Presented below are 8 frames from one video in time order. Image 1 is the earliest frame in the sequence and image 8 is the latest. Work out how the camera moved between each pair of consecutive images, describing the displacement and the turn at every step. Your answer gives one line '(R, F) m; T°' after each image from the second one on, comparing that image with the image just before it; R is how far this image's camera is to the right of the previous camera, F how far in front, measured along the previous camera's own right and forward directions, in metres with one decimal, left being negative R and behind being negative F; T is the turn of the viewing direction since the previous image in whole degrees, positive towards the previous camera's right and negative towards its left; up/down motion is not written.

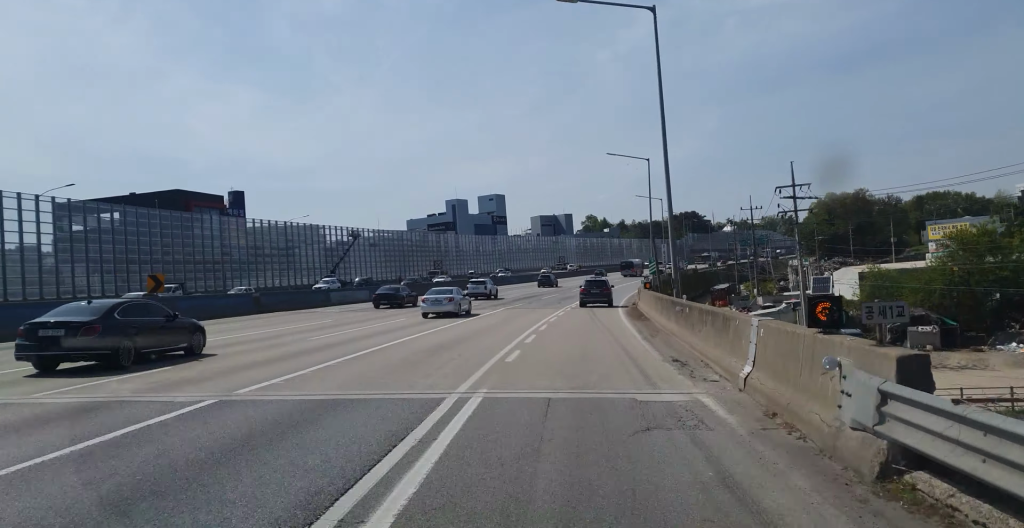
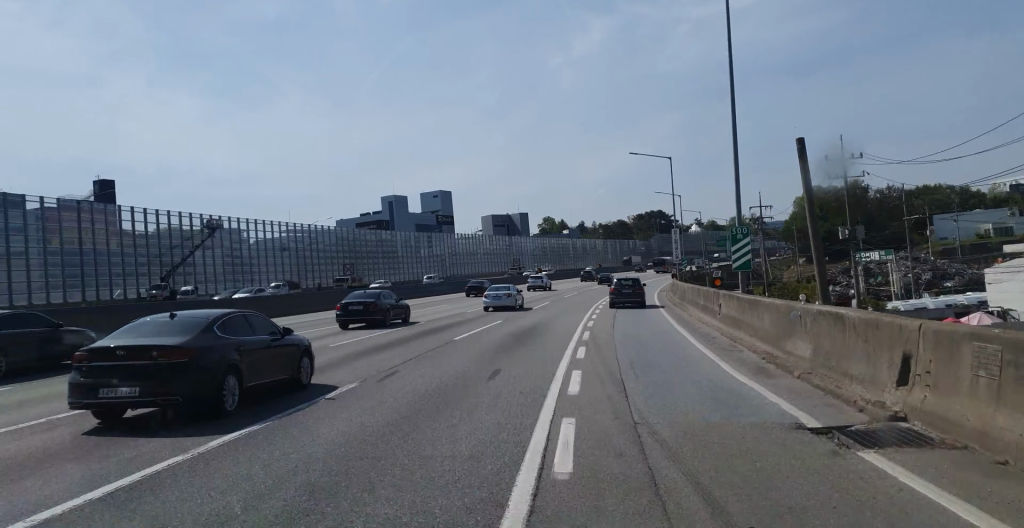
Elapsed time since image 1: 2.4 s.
(+0.6, +43.5) m; +2°
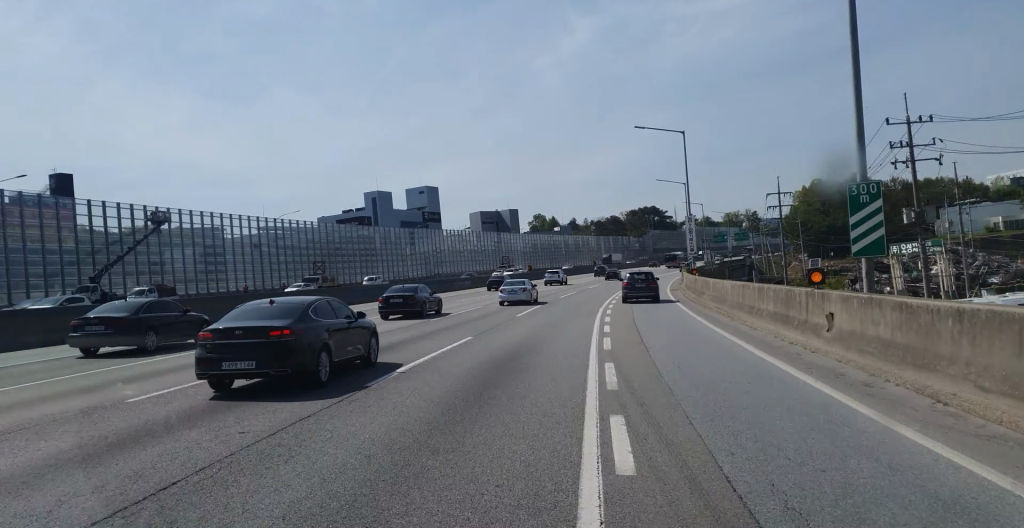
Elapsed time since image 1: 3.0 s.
(0.0, +11.5) m; +1°
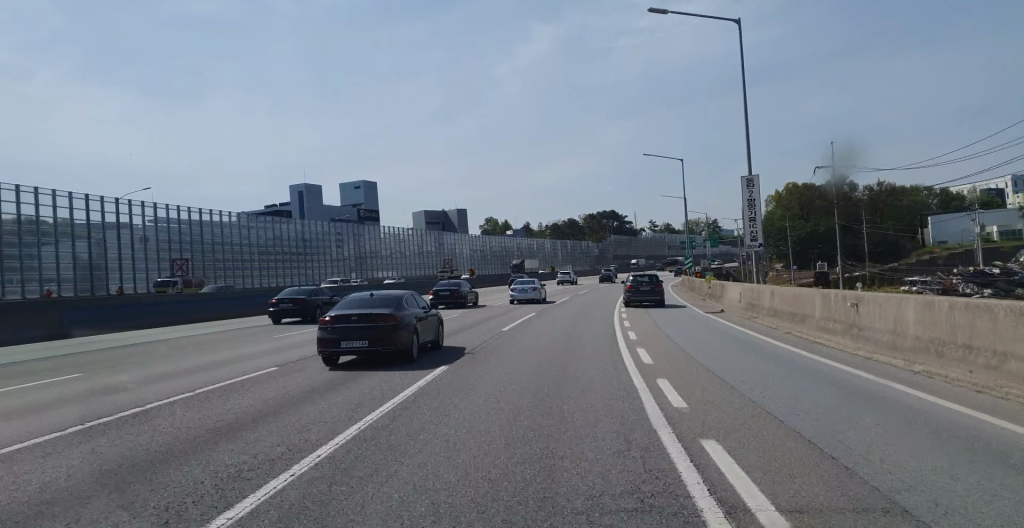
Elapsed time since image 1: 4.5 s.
(+1.1, +29.2) m; +5°
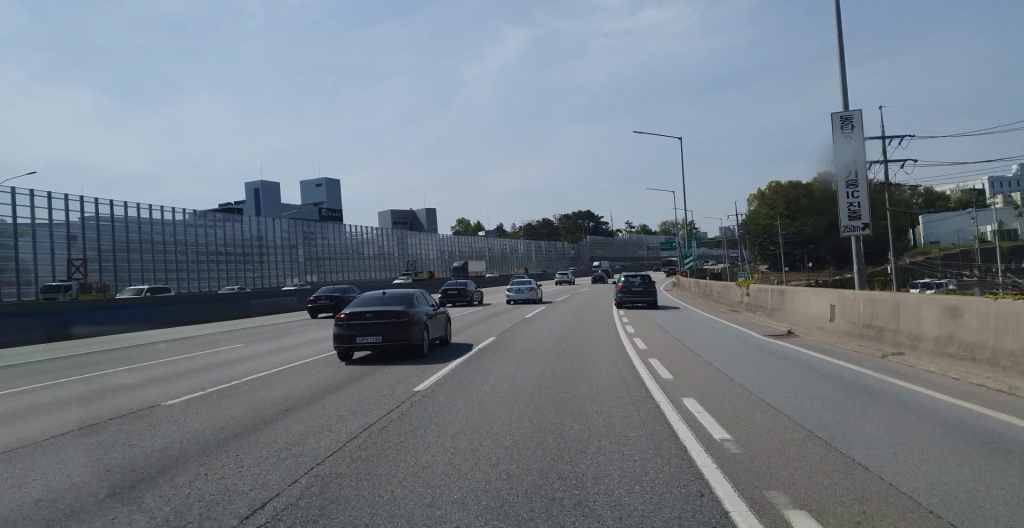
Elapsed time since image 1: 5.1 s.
(+0.3, +13.4) m; +2°
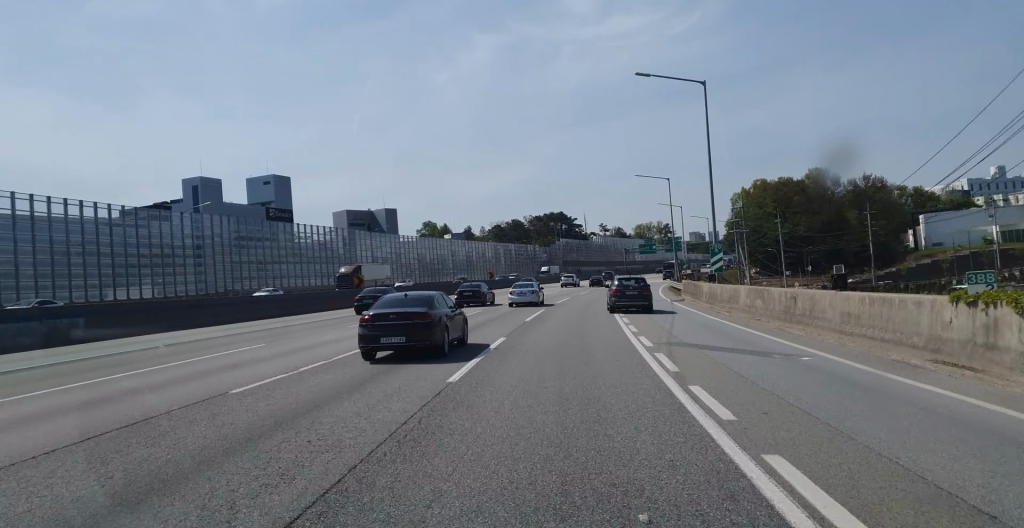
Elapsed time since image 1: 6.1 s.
(+0.4, +19.6) m; +3°
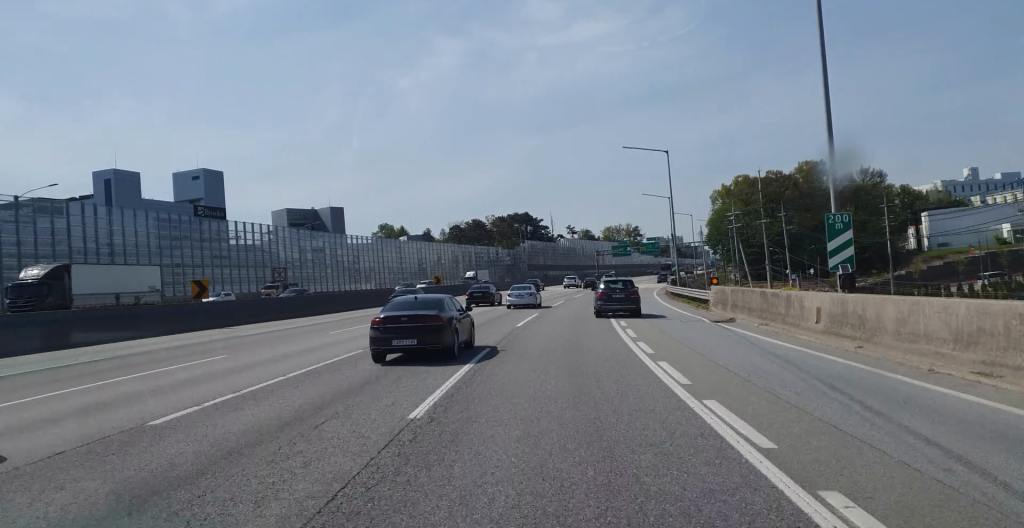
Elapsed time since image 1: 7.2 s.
(+0.9, +22.3) m; +3°
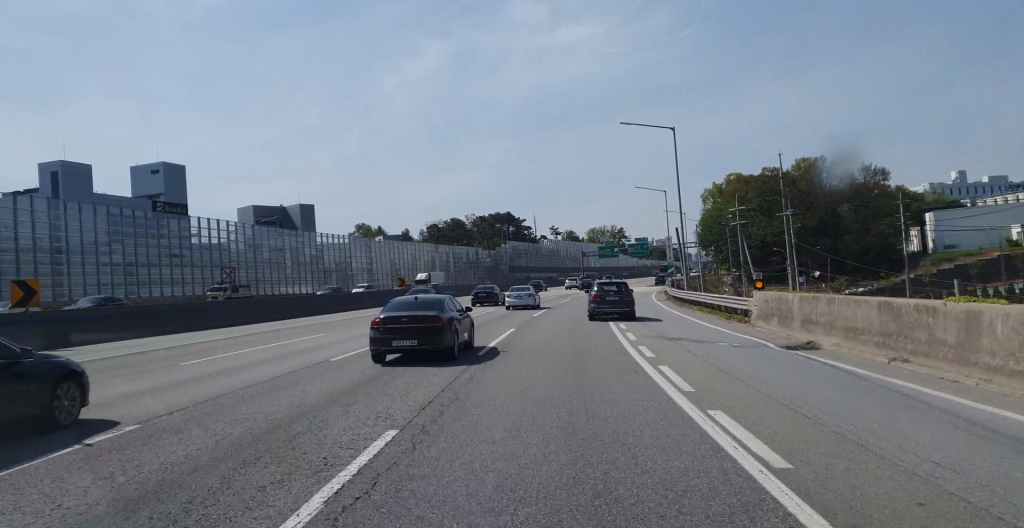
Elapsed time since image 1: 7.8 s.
(+0.2, +11.5) m; +1°
